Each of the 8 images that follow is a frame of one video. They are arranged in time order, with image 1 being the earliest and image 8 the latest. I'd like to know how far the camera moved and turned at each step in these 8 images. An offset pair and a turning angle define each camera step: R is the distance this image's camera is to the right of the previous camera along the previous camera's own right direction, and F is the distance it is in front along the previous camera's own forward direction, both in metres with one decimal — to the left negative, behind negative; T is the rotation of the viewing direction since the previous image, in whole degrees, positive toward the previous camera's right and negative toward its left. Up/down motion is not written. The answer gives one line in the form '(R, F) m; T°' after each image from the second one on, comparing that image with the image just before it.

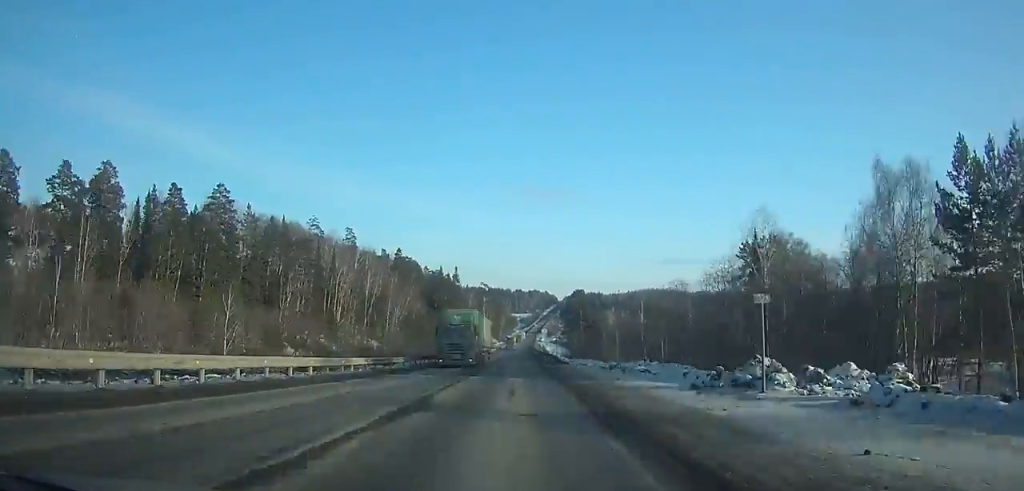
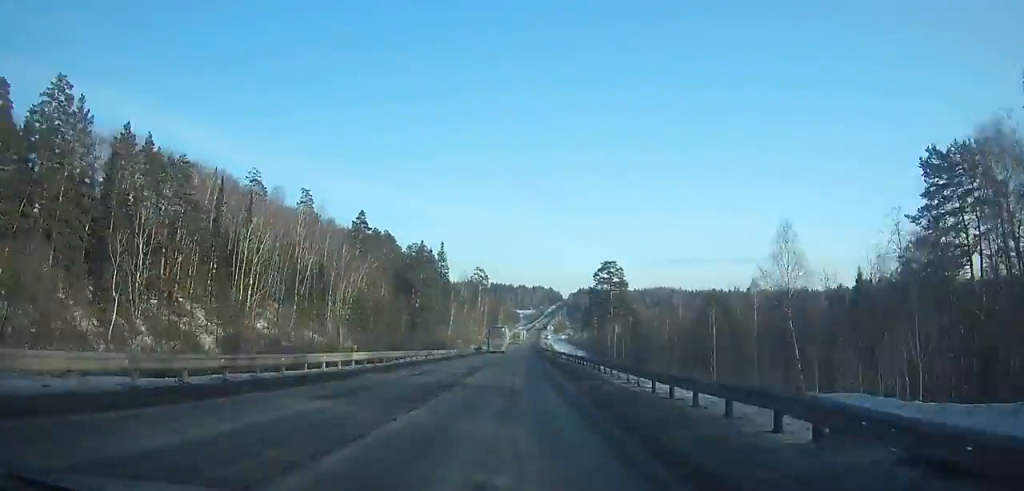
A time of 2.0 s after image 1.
(0.0, +51.6) m; 0°
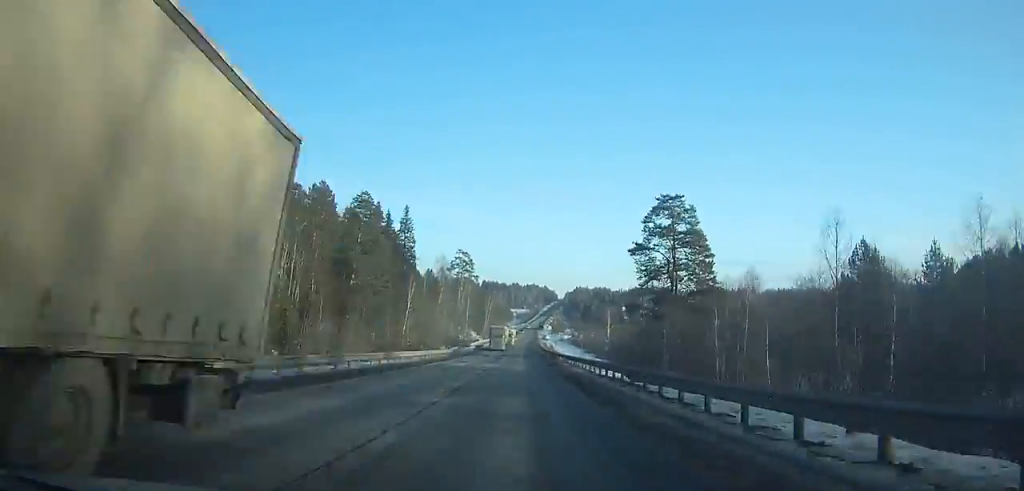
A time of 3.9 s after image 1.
(0.0, +48.8) m; 0°
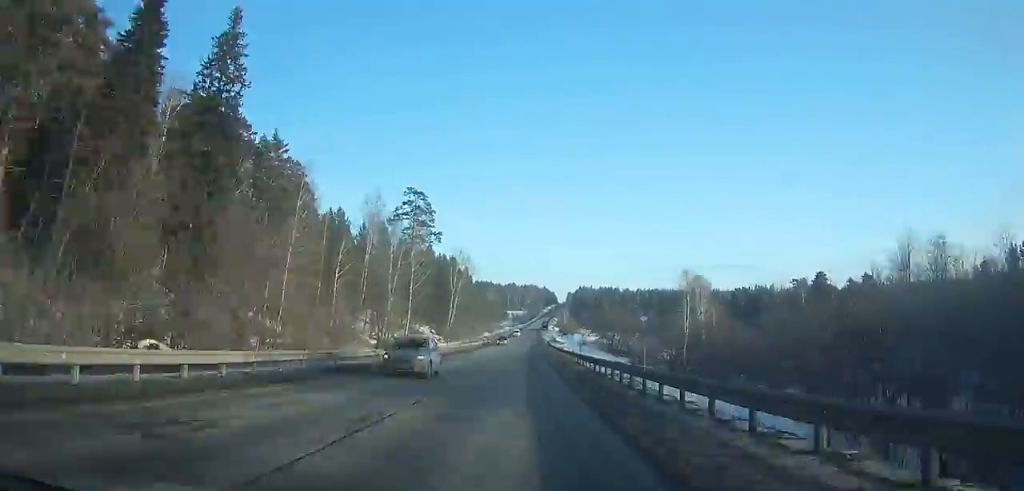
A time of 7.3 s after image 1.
(+0.5, +85.4) m; +1°
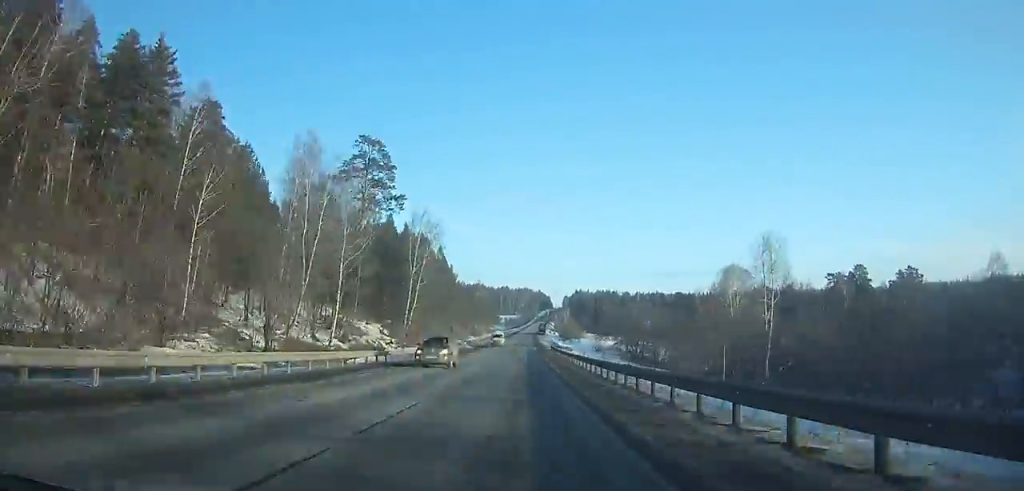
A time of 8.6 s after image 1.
(0.0, +32.0) m; +1°
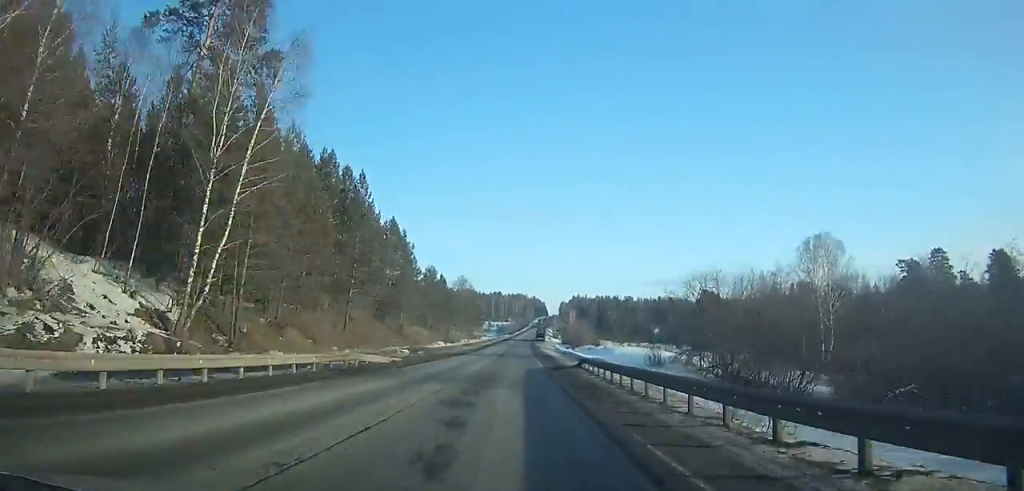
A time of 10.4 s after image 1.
(+0.1, +43.9) m; +1°
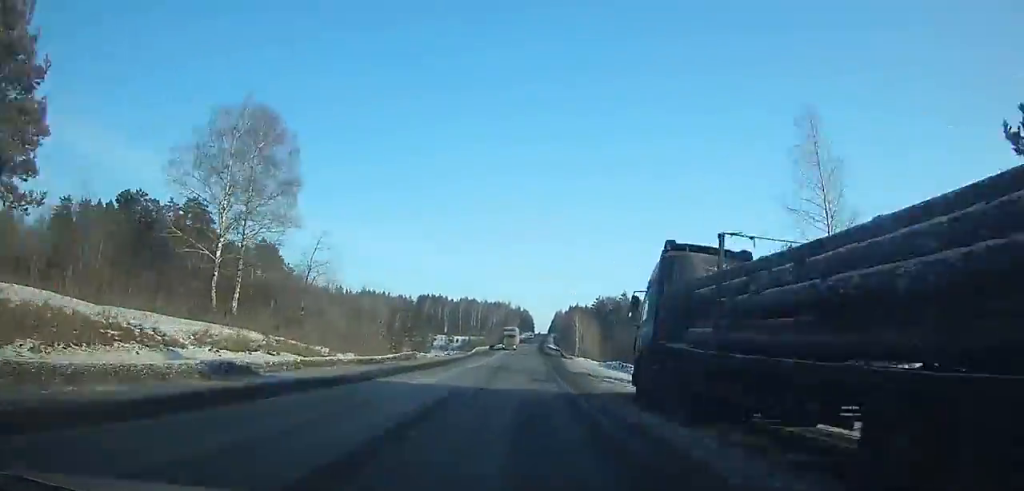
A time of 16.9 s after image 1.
(-3.8, +158.5) m; -2°
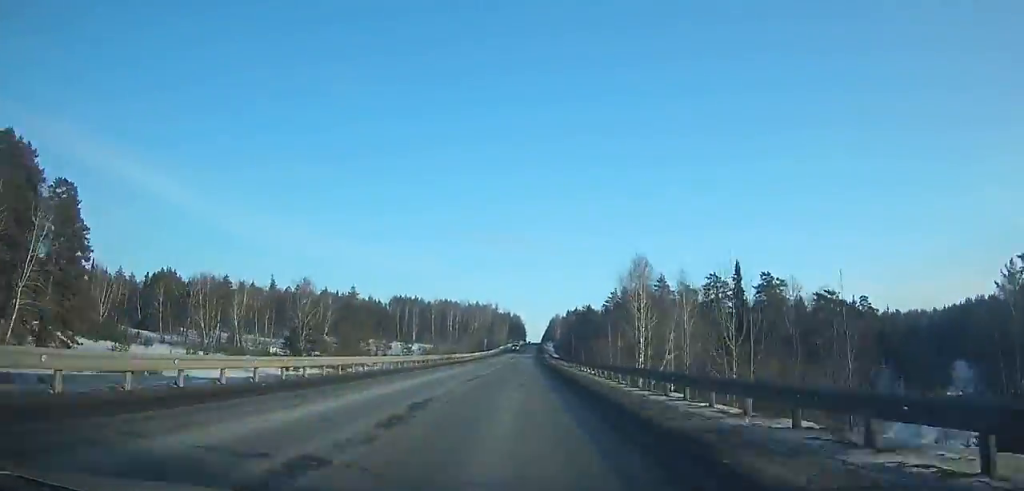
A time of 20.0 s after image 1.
(+2.6, +74.7) m; +2°
